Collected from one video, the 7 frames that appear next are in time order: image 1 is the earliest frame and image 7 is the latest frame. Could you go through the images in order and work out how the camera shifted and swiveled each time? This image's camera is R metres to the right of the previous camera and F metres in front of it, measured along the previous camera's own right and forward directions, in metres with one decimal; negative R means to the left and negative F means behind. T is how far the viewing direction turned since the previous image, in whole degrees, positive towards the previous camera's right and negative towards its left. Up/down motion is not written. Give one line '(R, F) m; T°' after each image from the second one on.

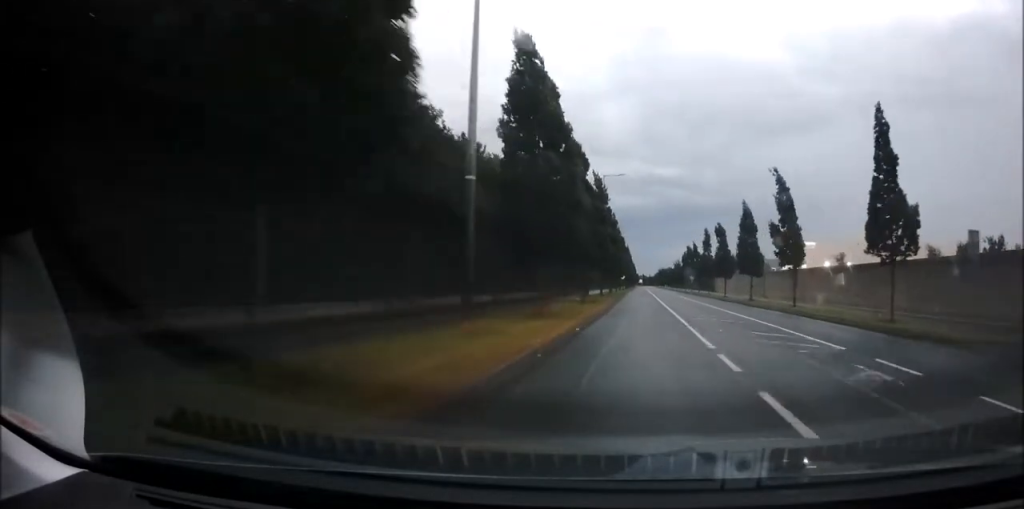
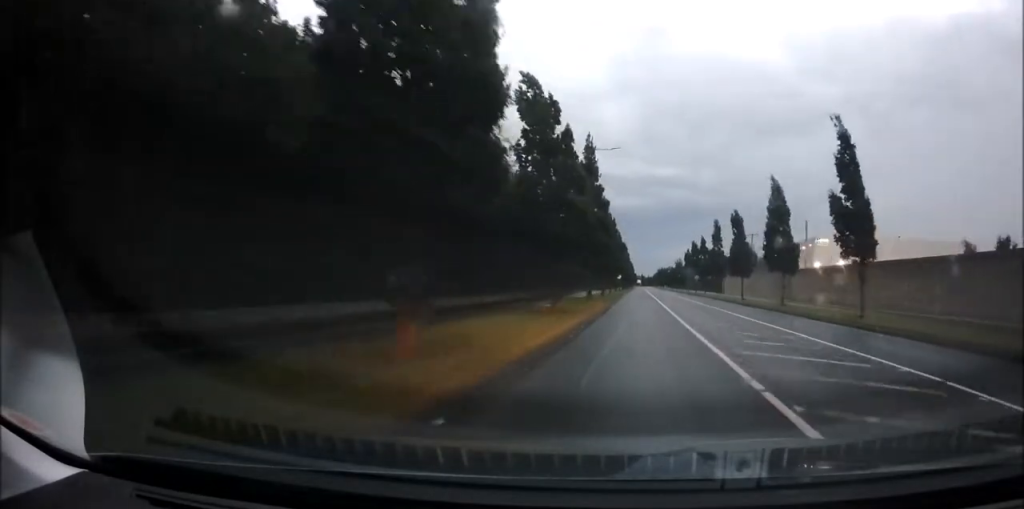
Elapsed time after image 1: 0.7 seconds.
(+0.1, +11.6) m; +1°
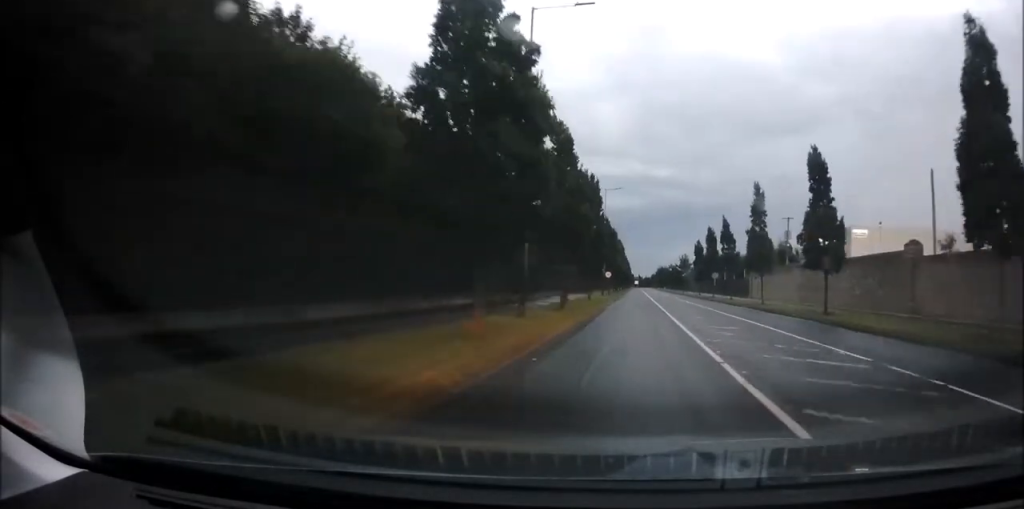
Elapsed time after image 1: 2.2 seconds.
(+0.3, +25.3) m; +1°
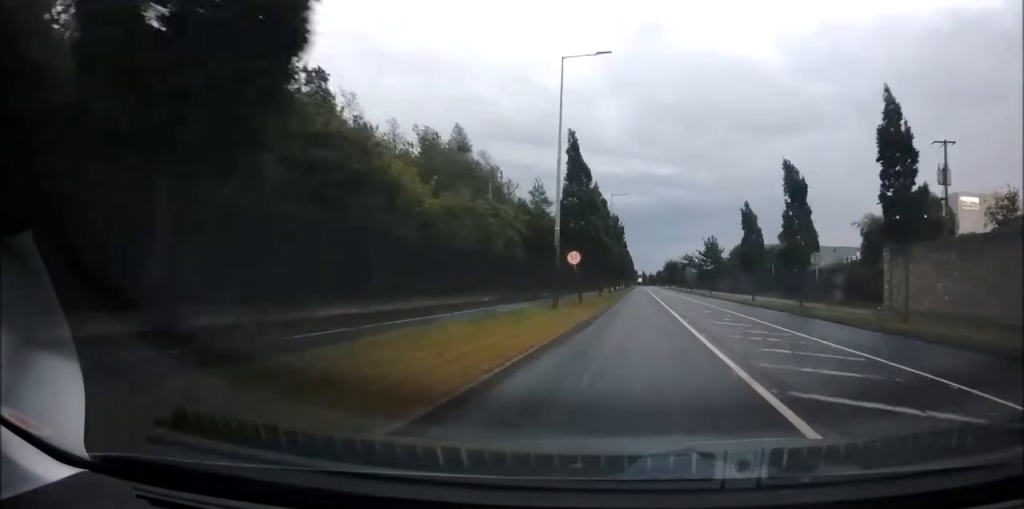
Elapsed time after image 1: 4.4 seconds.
(-0.7, +38.5) m; -1°
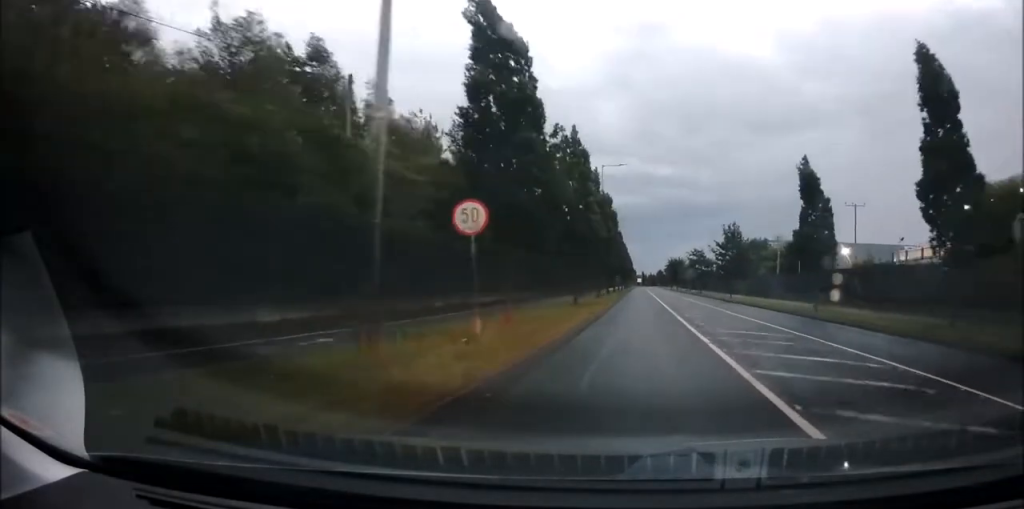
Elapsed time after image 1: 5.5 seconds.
(+0.3, +17.9) m; +1°
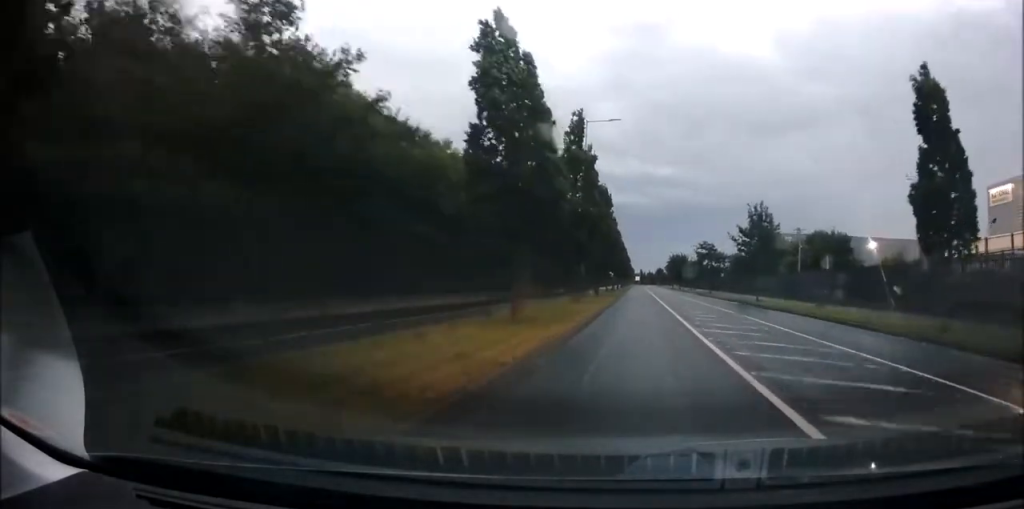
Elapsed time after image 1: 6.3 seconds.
(0.0, +14.4) m; 0°
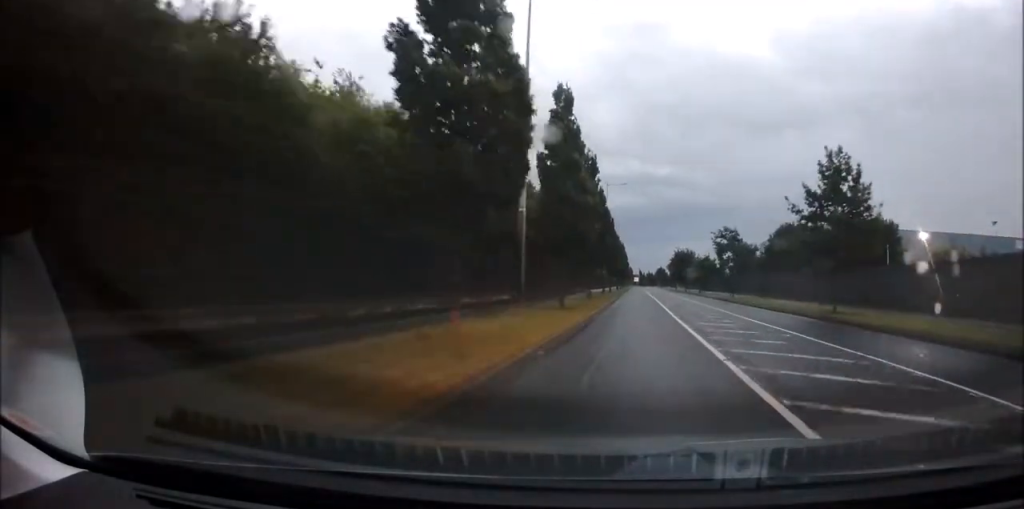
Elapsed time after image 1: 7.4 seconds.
(-0.1, +19.0) m; -1°
